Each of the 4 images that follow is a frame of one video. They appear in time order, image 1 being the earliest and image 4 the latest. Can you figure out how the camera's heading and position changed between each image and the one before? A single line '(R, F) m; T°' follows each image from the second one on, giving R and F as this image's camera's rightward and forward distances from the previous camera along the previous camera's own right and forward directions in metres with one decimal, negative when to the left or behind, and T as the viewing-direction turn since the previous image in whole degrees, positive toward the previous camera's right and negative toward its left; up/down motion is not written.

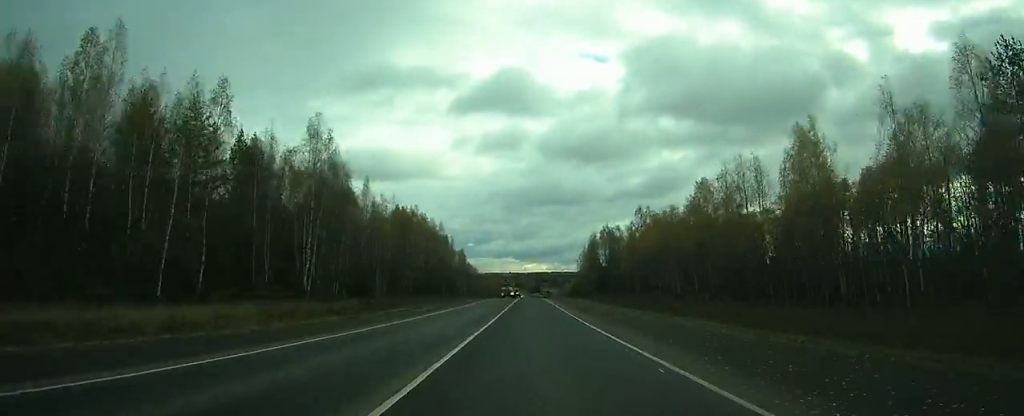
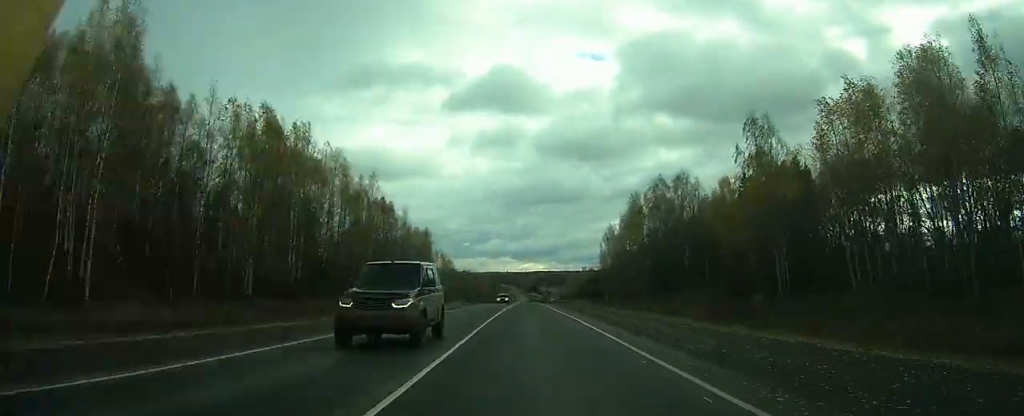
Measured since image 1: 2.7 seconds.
(-0.2, +74.5) m; 0°
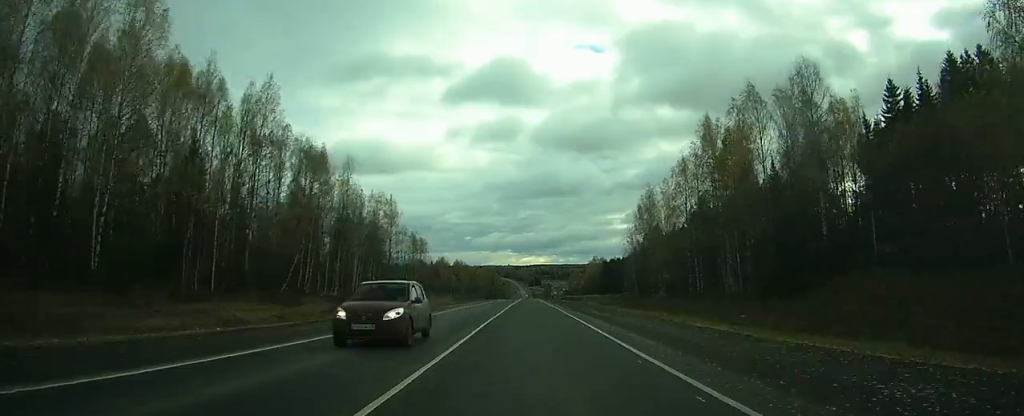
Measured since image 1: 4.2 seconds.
(-0.1, +43.0) m; 0°
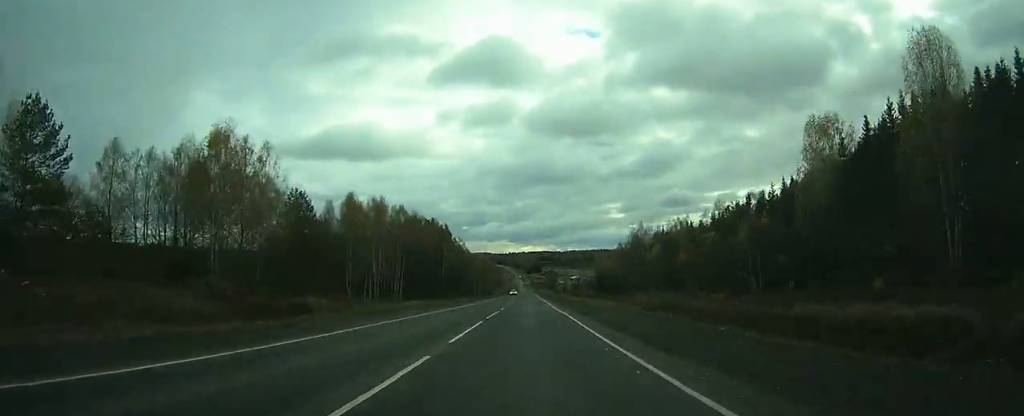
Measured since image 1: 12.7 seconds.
(+0.3, +236.1) m; 0°
